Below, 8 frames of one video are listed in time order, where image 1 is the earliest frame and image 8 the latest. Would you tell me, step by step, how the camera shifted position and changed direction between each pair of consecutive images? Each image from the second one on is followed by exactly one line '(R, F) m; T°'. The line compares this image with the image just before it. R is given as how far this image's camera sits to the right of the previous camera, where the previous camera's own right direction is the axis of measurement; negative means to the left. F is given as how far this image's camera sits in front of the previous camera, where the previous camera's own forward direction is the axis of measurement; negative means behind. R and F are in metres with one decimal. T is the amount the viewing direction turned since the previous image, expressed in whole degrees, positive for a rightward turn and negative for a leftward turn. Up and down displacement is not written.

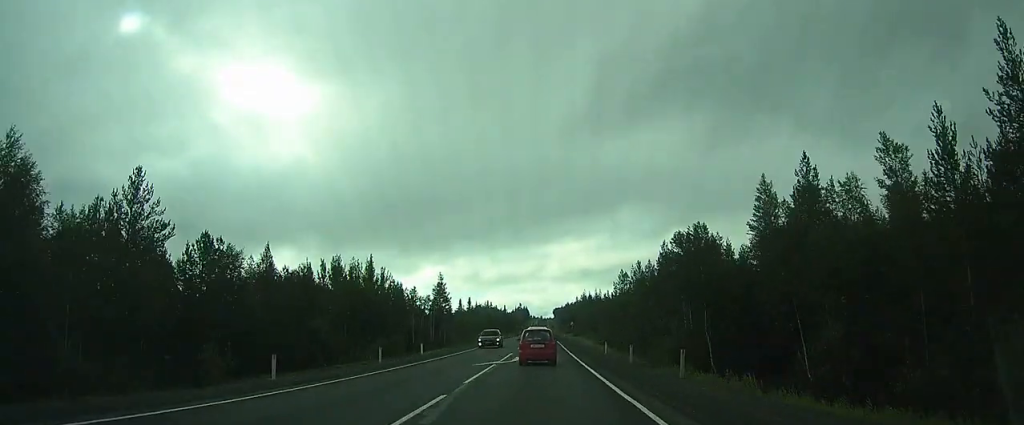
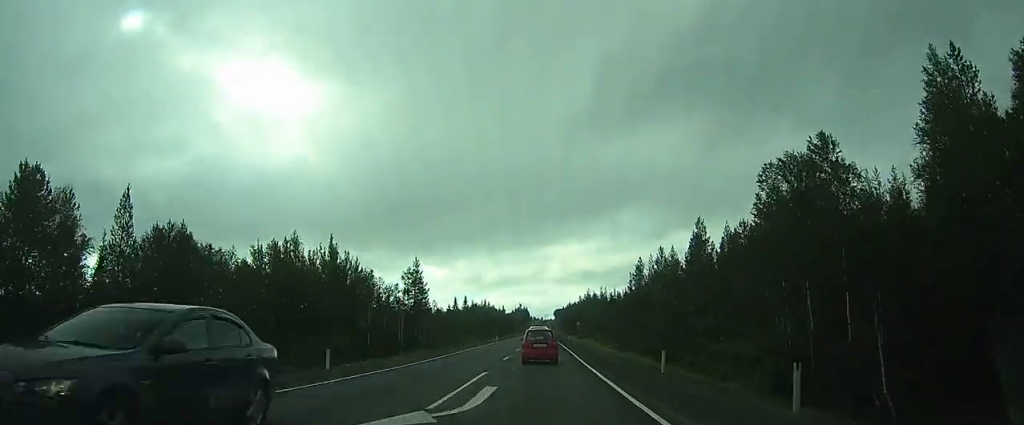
(-0.1, +17.5) m; 0°
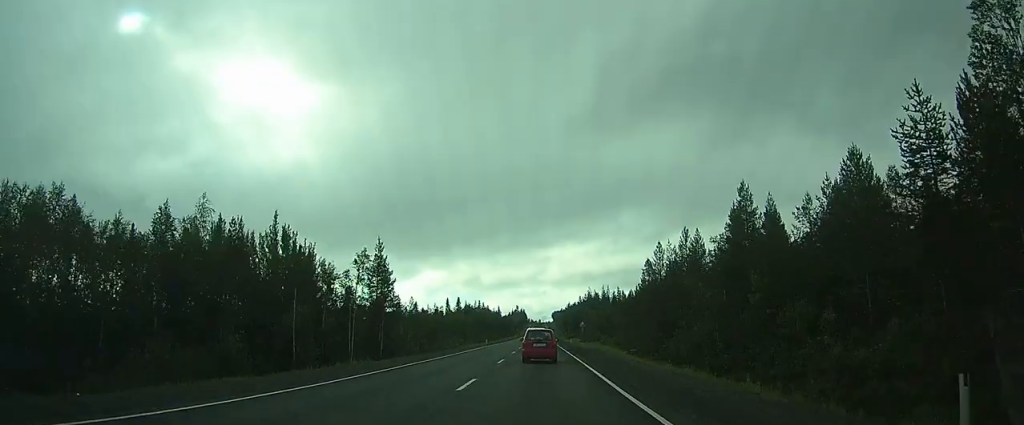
(+0.1, +14.8) m; +1°
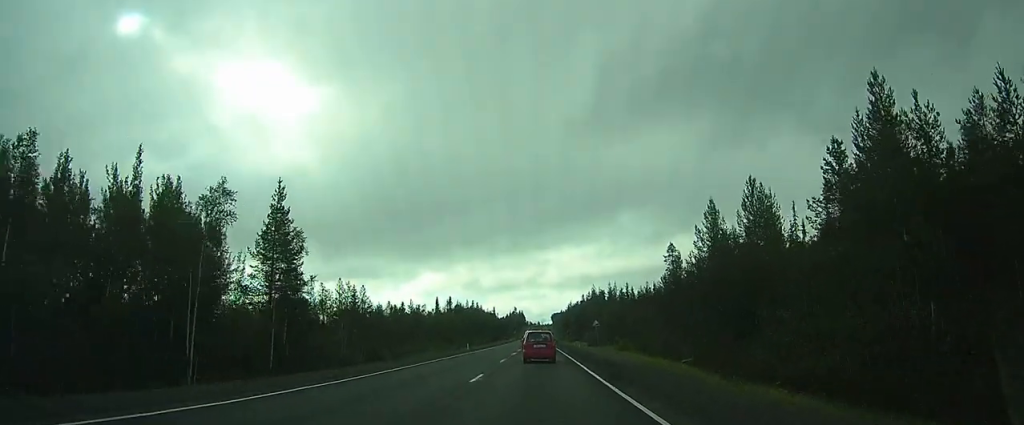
(+0.2, +21.0) m; +1°
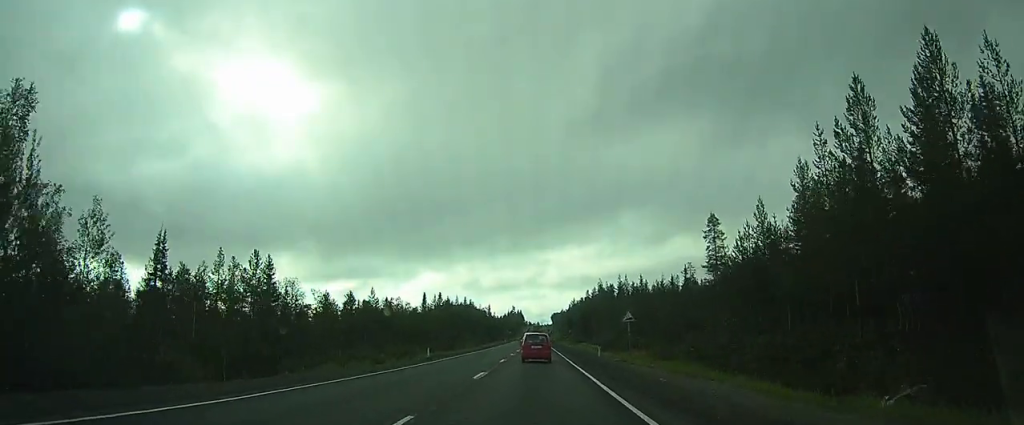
(+0.1, +22.1) m; +1°
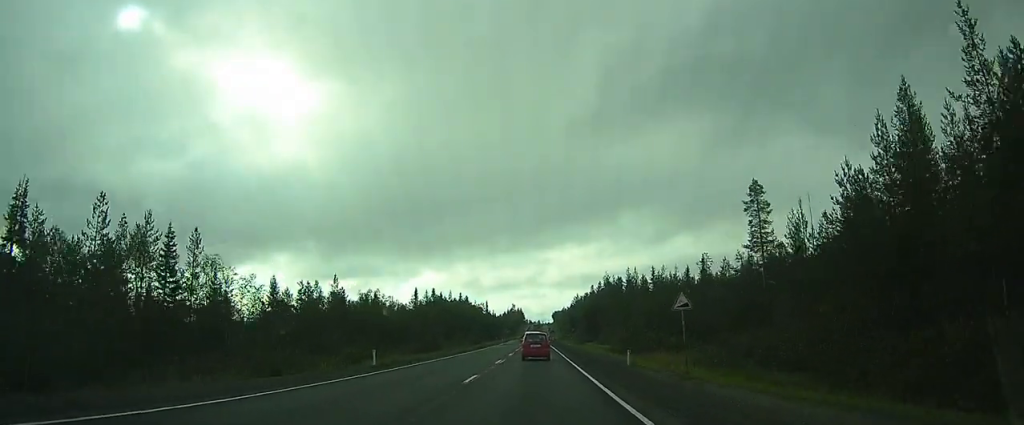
(0.0, +13.8) m; 0°
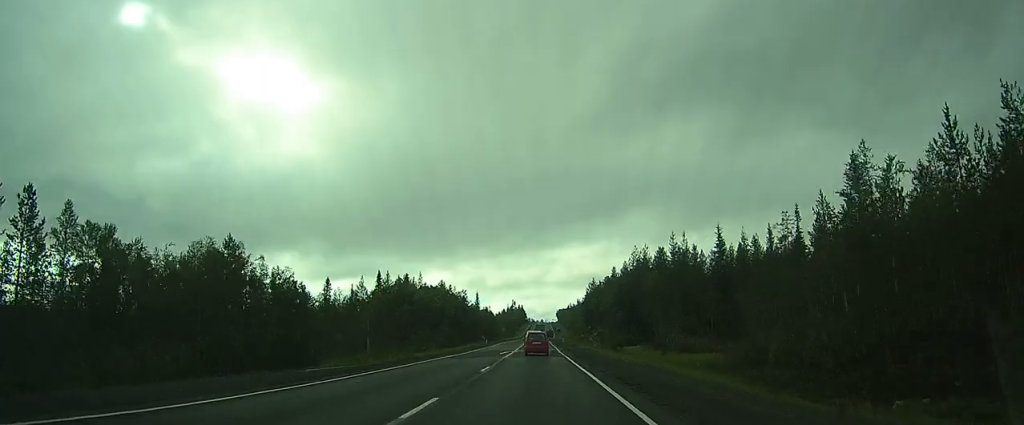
(+0.3, +42.2) m; +1°
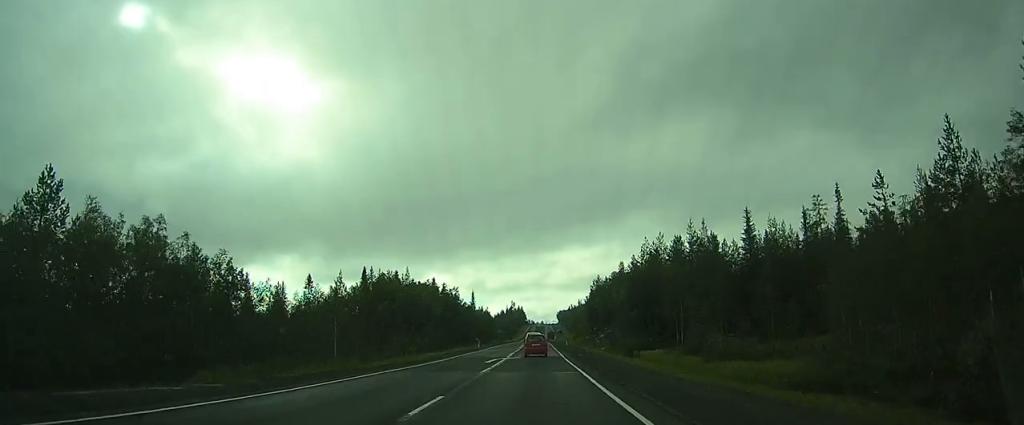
(0.0, +10.8) m; 0°
